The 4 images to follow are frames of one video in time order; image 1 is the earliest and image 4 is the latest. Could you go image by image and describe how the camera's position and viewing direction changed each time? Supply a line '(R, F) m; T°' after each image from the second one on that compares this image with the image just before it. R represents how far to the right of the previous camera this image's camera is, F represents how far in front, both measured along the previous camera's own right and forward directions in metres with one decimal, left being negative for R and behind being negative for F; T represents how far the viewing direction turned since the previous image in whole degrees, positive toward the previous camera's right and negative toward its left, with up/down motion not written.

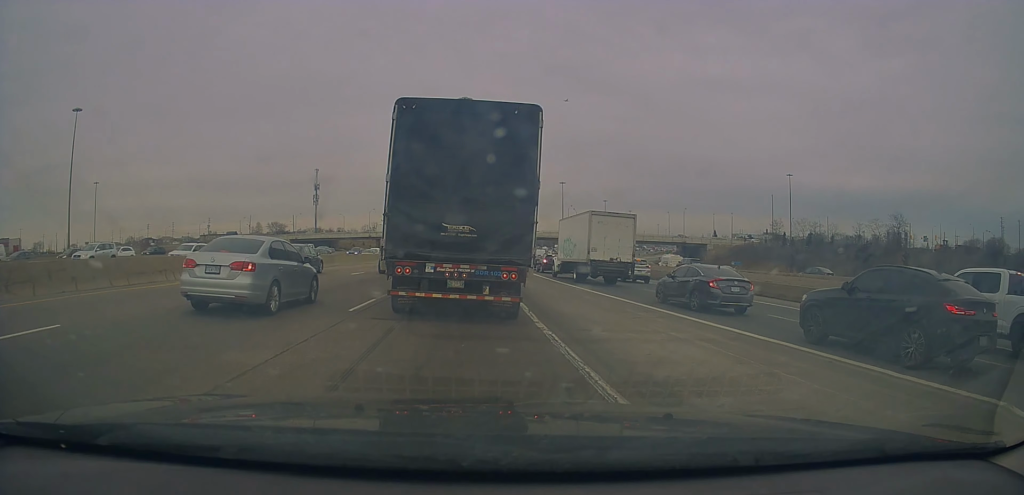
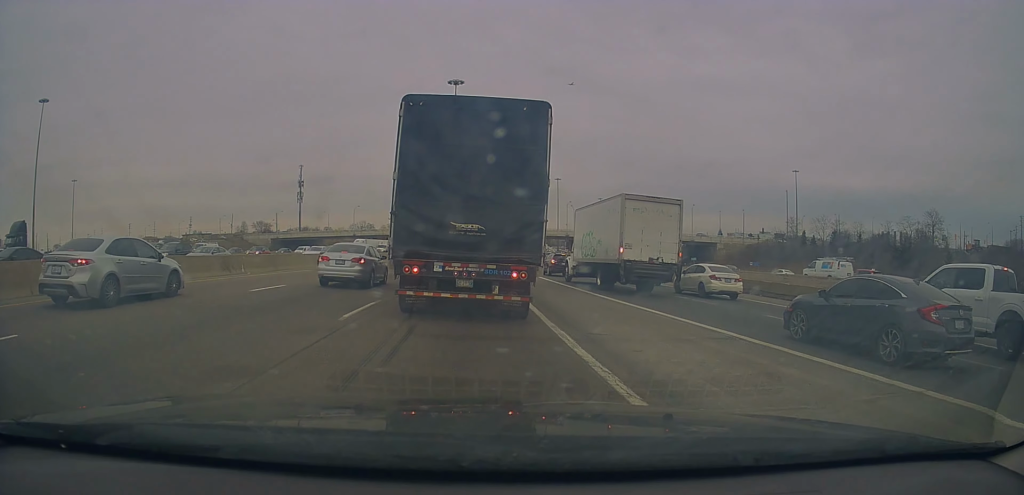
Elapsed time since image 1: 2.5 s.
(+0.2, +12.6) m; -1°
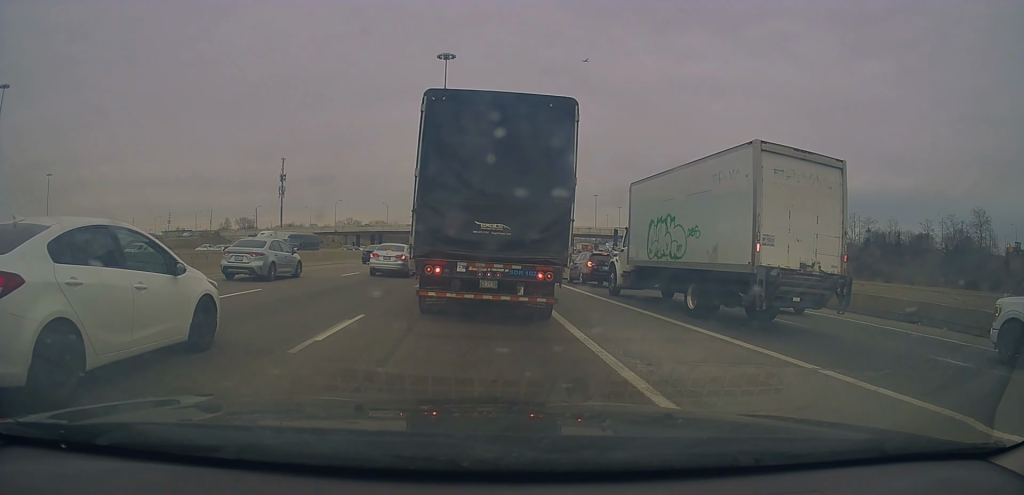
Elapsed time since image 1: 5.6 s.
(-0.1, +15.7) m; +5°
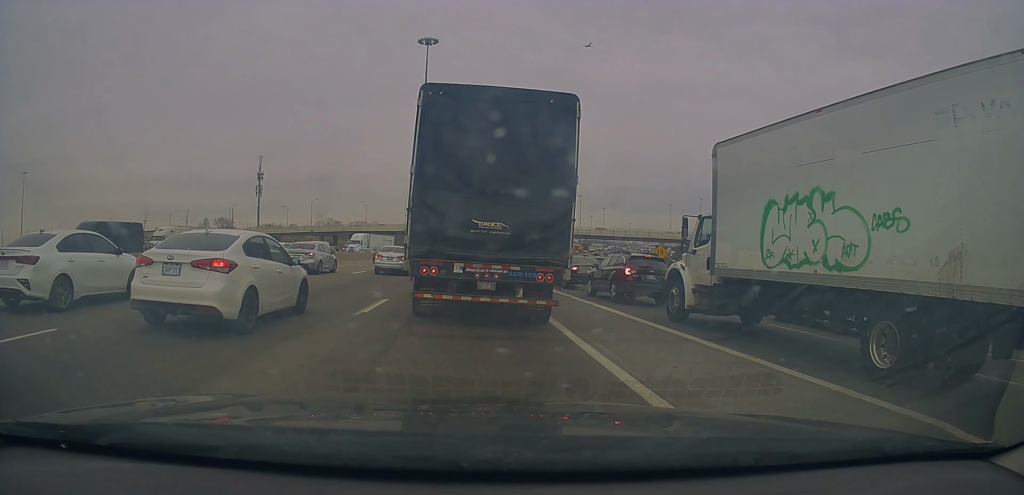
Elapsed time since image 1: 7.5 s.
(+0.1, +8.7) m; -3°
